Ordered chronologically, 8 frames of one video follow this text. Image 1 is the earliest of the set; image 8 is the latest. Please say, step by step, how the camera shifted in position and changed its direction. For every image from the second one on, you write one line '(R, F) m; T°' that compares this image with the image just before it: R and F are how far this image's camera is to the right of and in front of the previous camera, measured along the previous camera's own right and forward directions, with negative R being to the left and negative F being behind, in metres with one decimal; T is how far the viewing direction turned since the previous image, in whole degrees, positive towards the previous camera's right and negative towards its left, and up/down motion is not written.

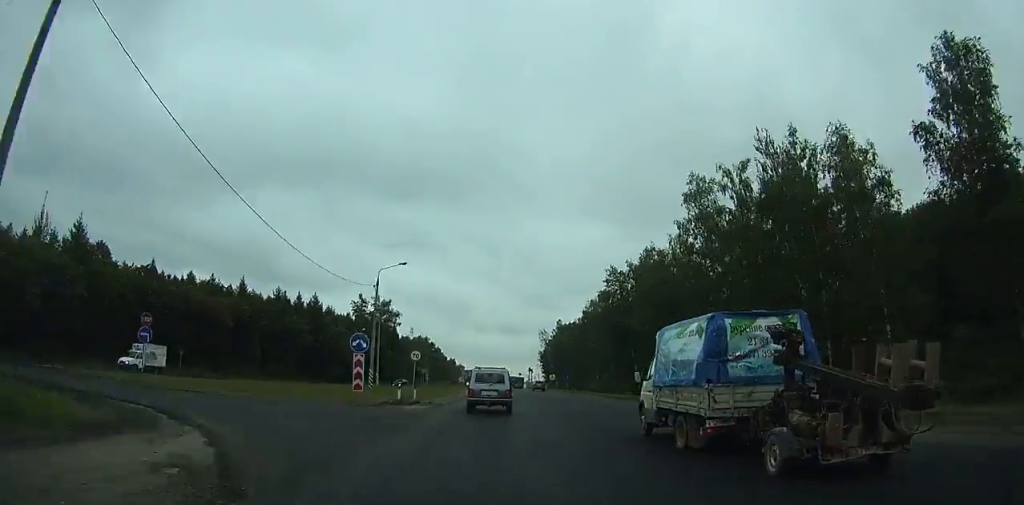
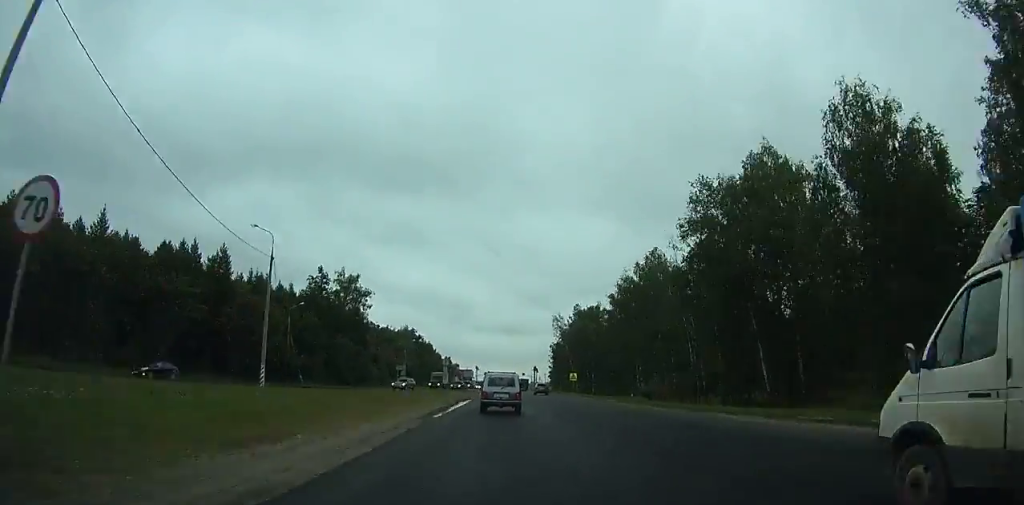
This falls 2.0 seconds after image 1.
(-0.1, +37.5) m; 0°
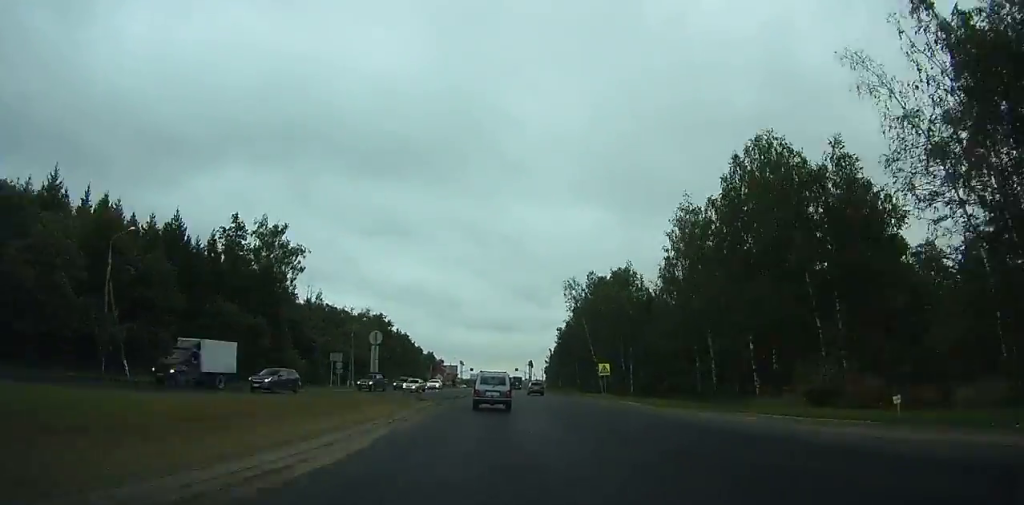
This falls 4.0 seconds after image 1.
(-0.1, +37.9) m; 0°
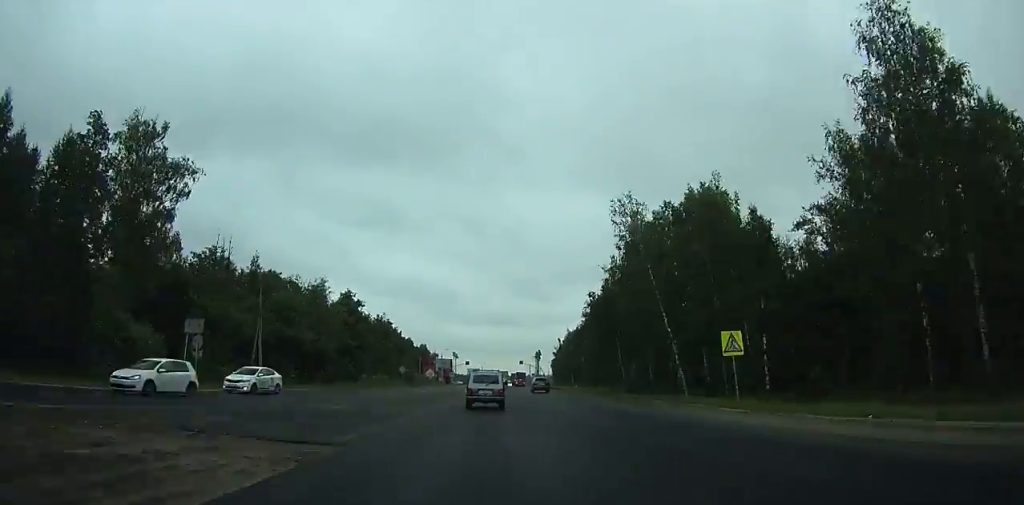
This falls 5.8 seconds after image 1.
(+0.1, +34.5) m; 0°
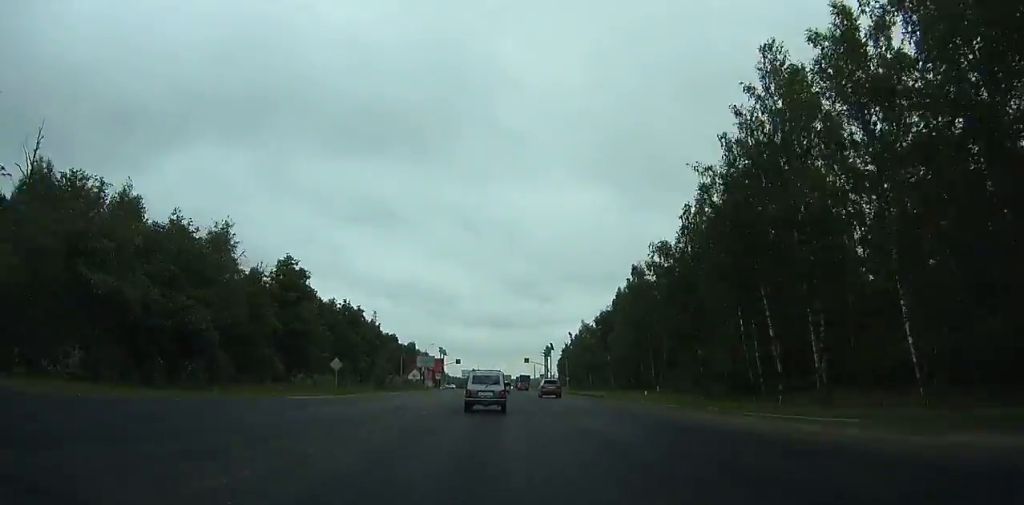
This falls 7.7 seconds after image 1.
(+0.2, +36.2) m; 0°
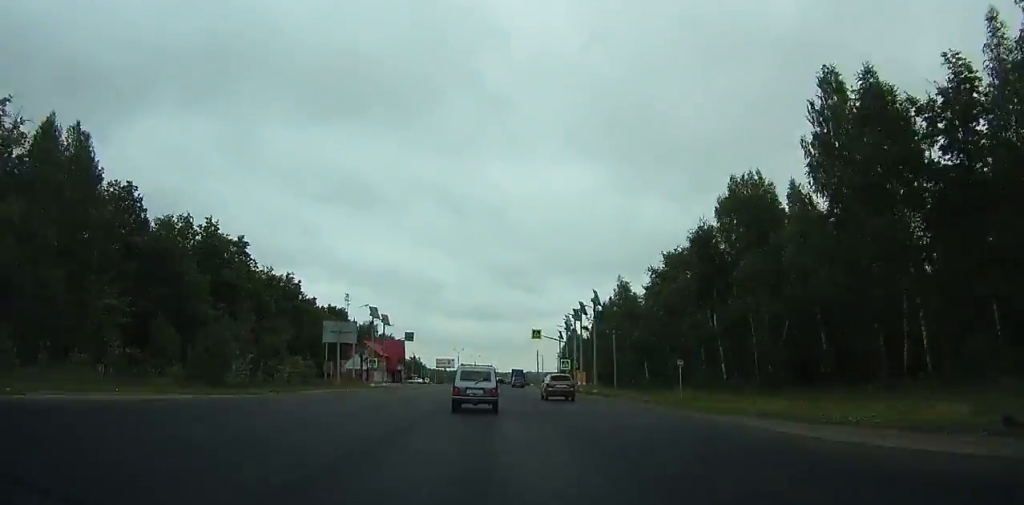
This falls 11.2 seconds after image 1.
(+0.6, +65.7) m; +1°
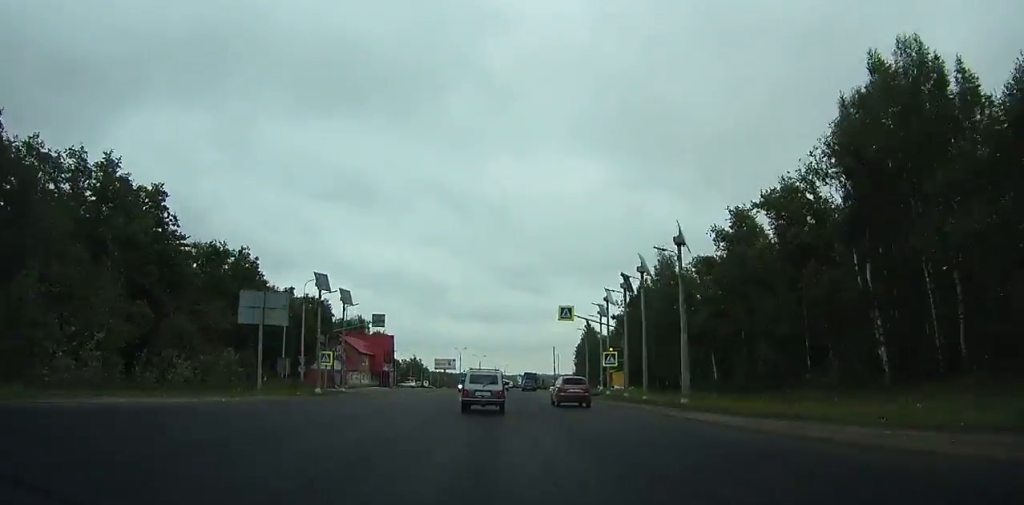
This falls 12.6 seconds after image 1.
(+0.1, +25.9) m; 0°
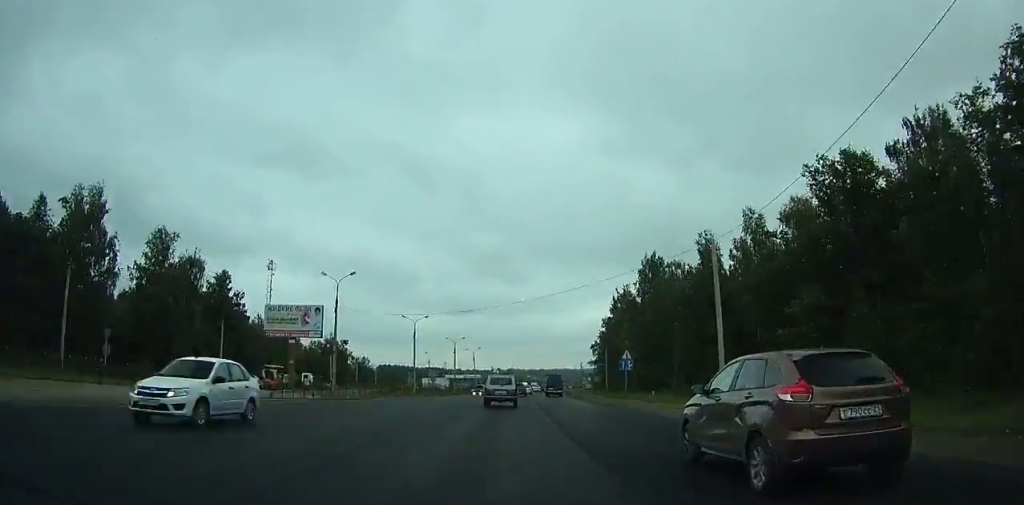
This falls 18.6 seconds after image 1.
(+0.6, +111.5) m; +3°
